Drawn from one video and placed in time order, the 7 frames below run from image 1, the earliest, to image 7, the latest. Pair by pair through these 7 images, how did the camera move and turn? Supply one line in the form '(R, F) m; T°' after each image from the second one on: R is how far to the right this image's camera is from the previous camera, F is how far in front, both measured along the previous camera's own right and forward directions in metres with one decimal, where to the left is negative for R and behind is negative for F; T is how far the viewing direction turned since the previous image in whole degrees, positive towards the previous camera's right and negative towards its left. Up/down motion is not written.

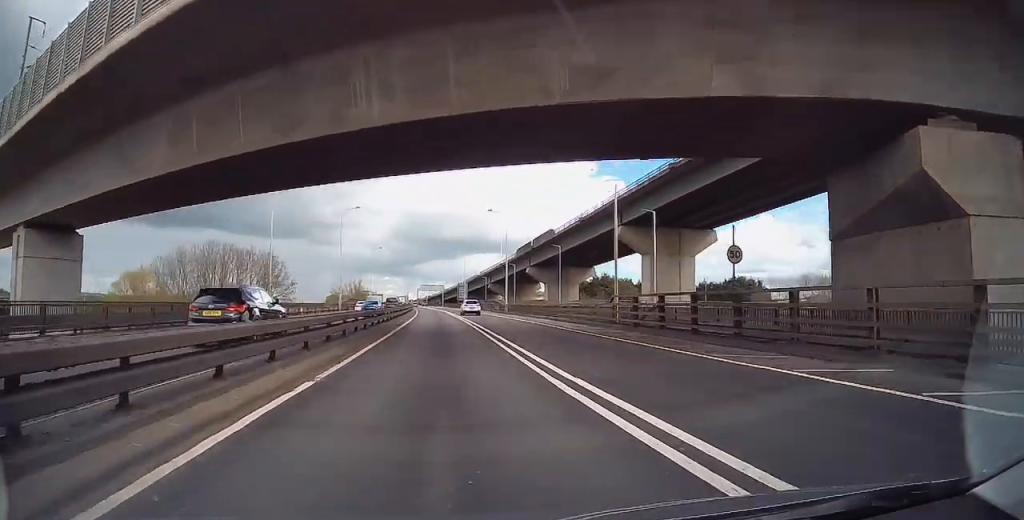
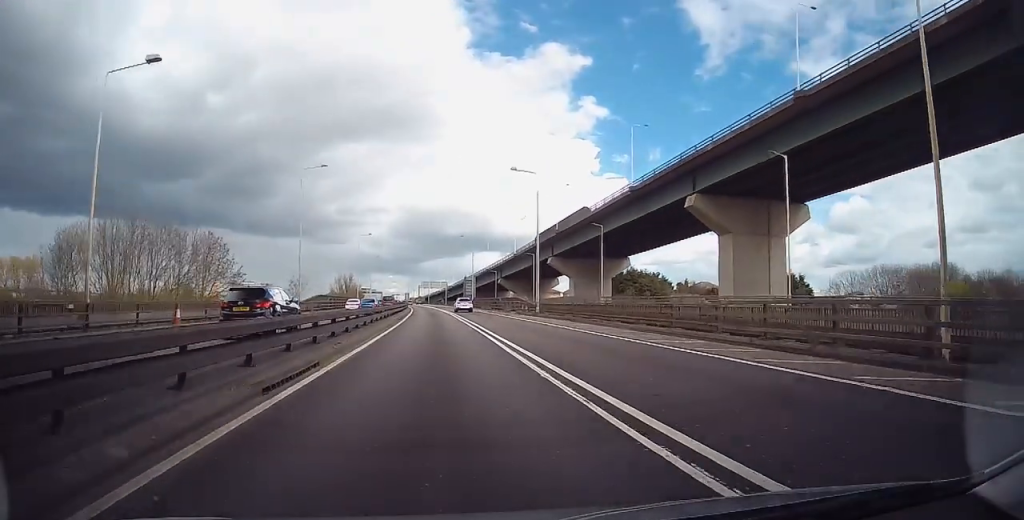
(-0.1, +23.5) m; 0°
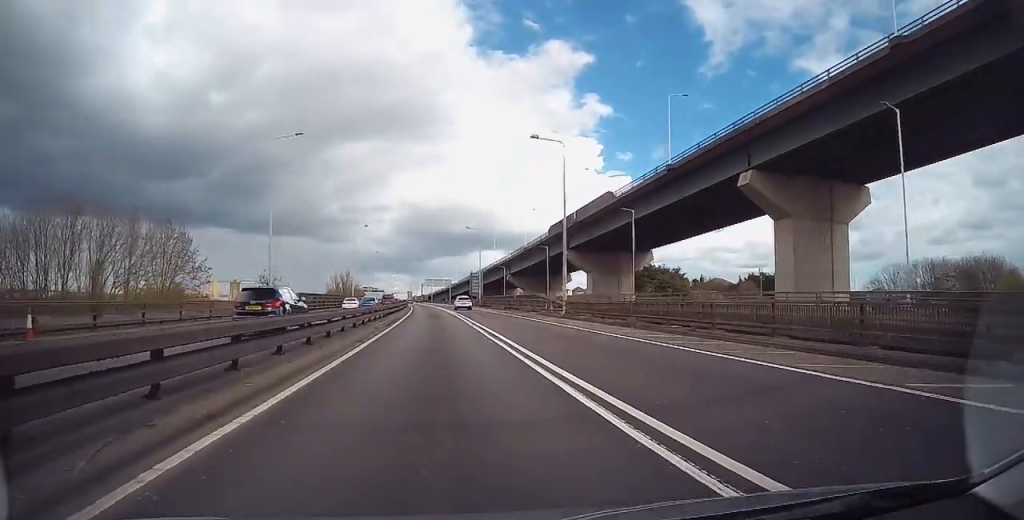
(0.0, +10.6) m; 0°
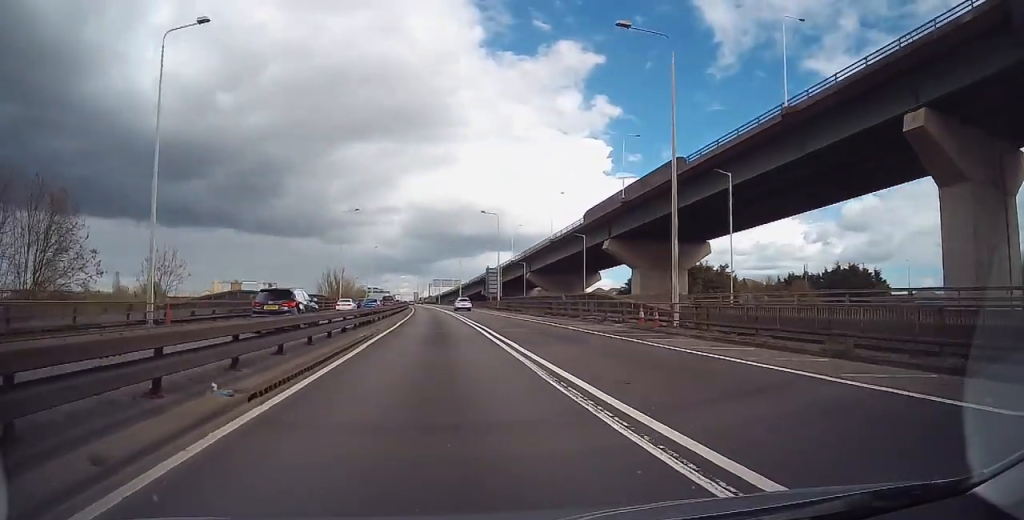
(+0.1, +19.8) m; -1°
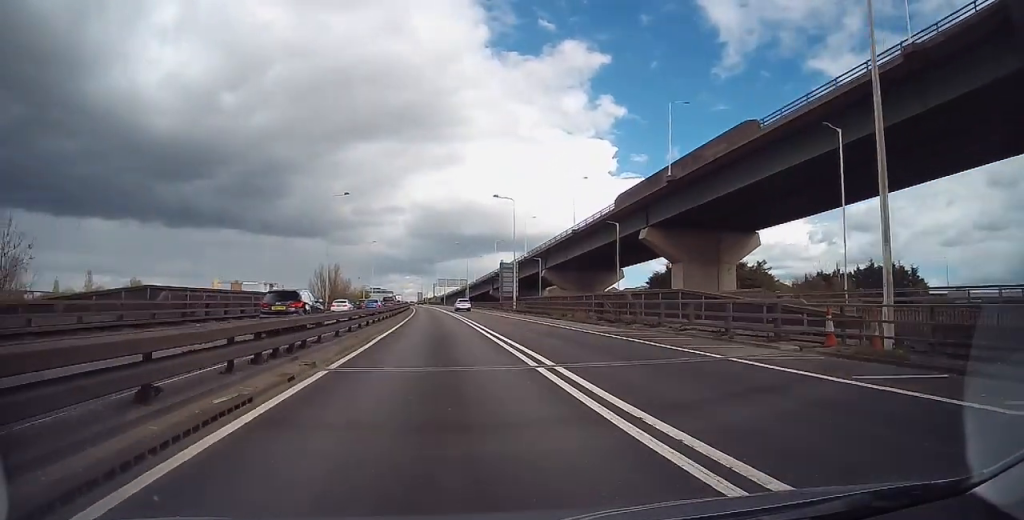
(-0.2, +12.7) m; -1°
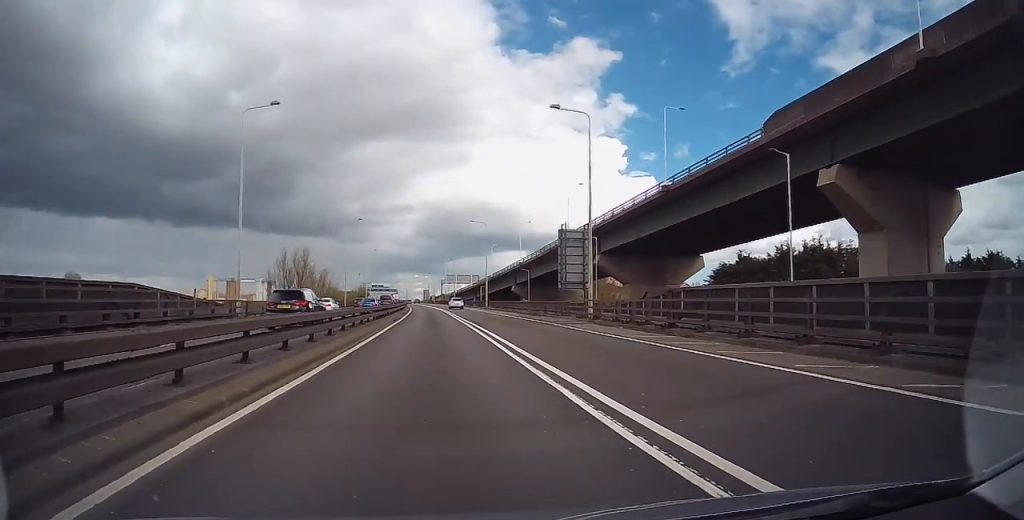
(-0.2, +32.0) m; 0°
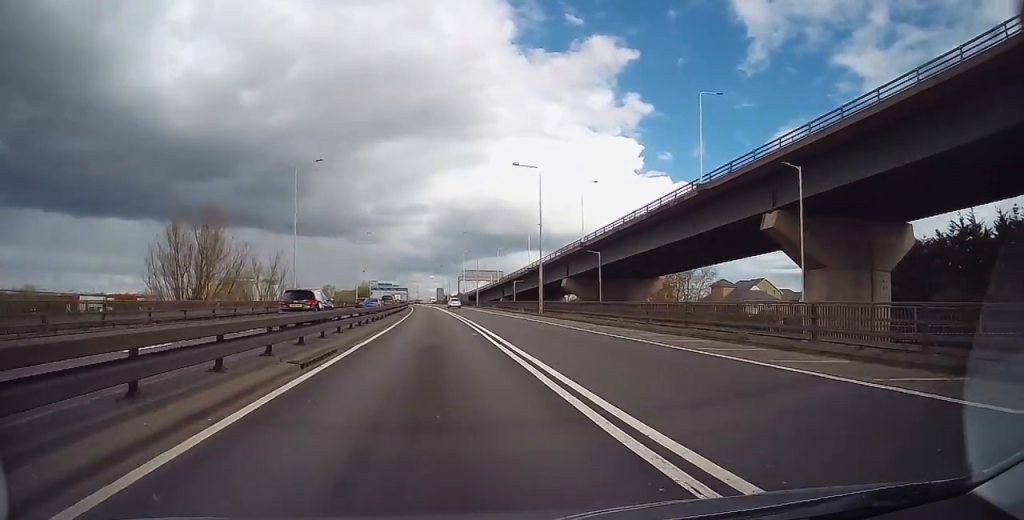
(-0.5, +38.7) m; -2°
